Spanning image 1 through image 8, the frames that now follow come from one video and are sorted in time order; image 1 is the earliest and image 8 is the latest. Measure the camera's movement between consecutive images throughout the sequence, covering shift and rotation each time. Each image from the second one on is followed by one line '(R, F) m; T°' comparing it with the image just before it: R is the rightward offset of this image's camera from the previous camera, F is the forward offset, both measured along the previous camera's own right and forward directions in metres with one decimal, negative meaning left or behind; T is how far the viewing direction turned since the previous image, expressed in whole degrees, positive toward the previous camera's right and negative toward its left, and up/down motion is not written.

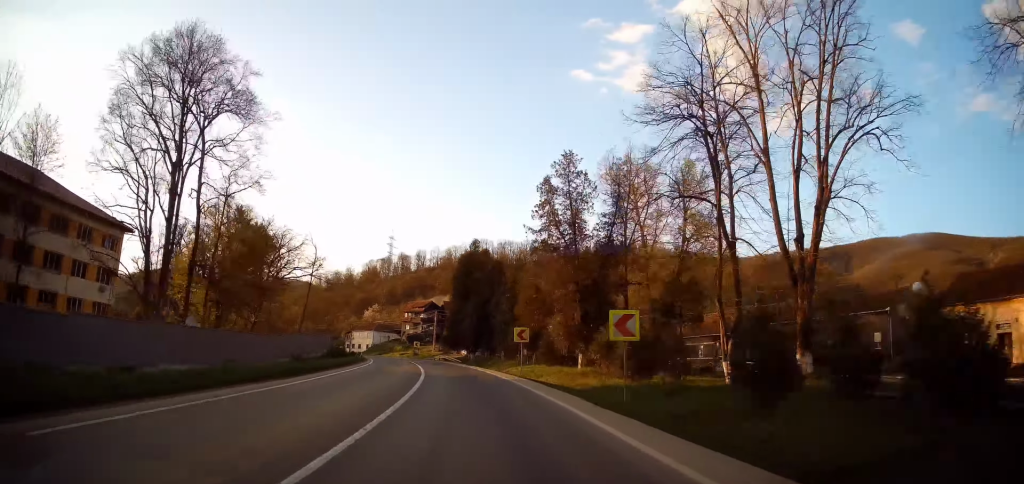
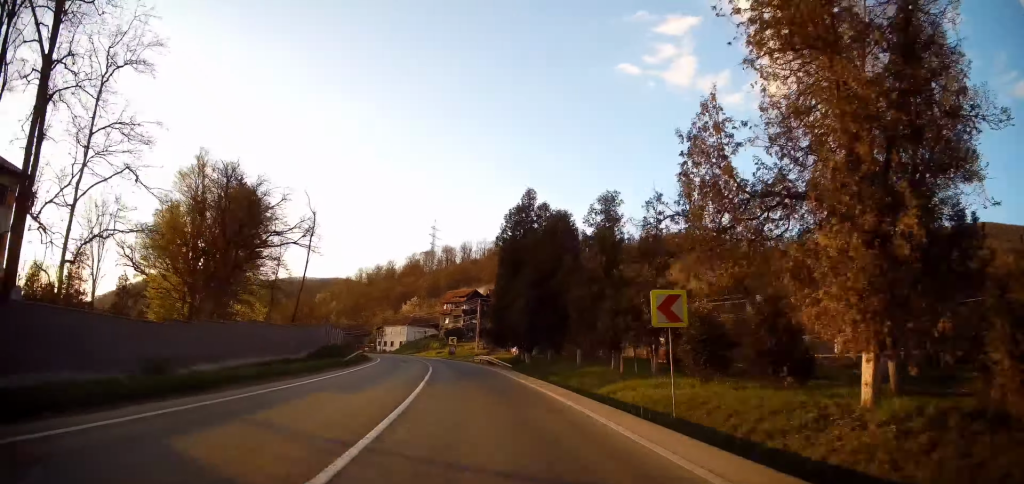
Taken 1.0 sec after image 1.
(-1.0, +19.6) m; -5°
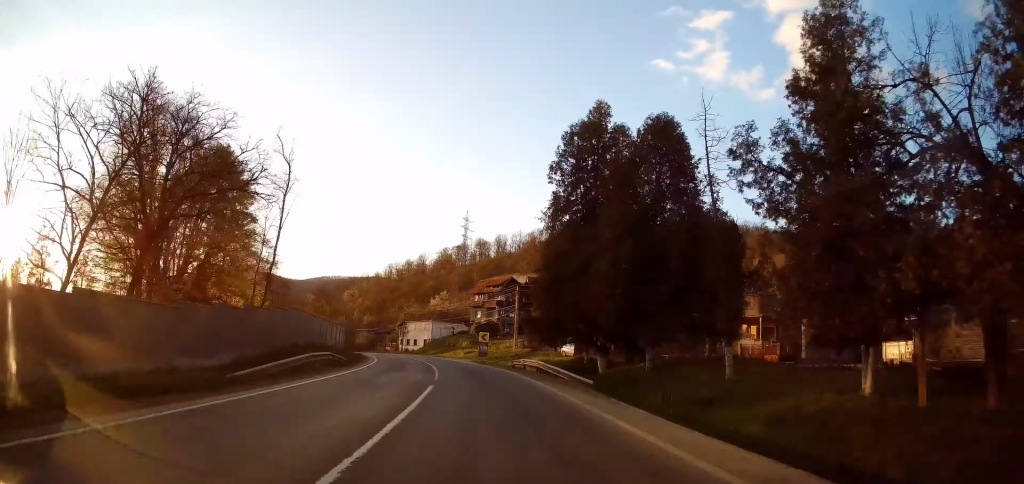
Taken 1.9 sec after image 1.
(-0.5, +16.5) m; -4°
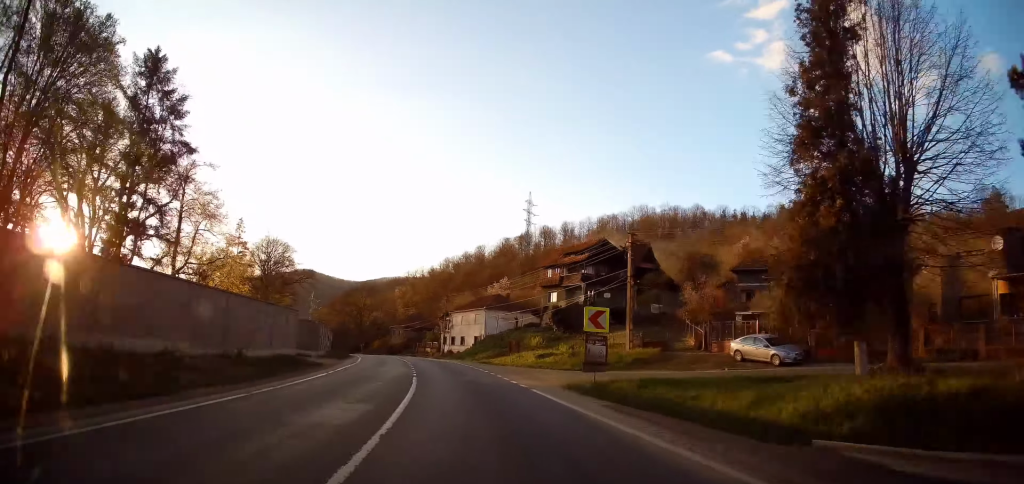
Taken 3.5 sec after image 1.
(-2.1, +30.5) m; -7°
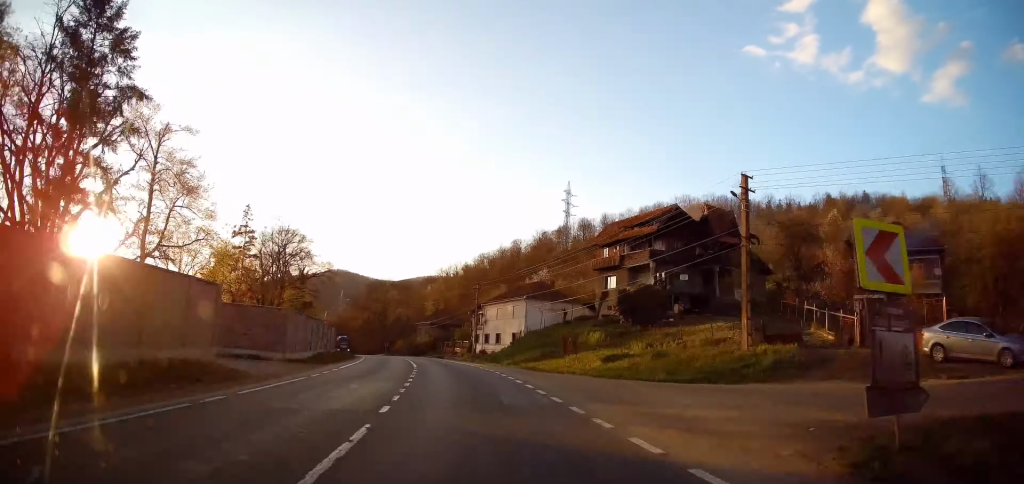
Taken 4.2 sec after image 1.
(-0.4, +12.9) m; -3°
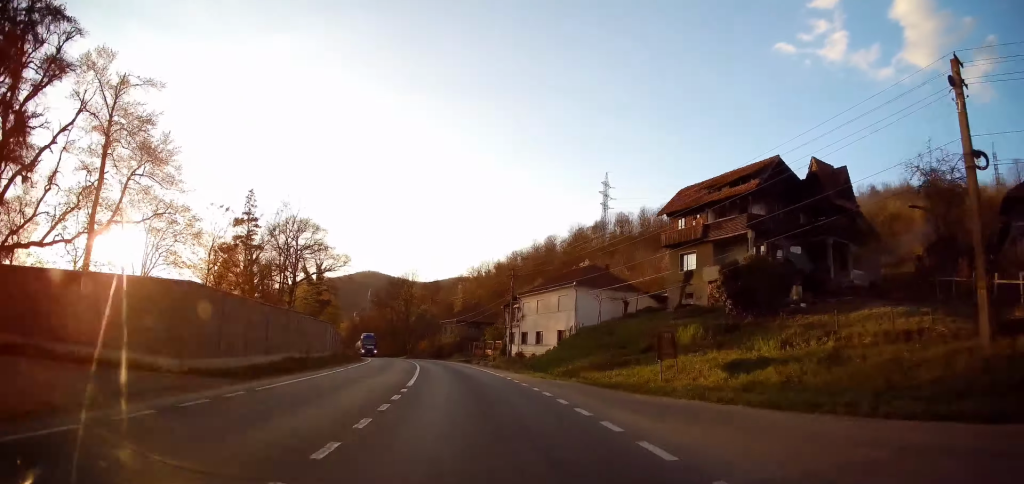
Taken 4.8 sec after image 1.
(-0.2, +12.4) m; -3°
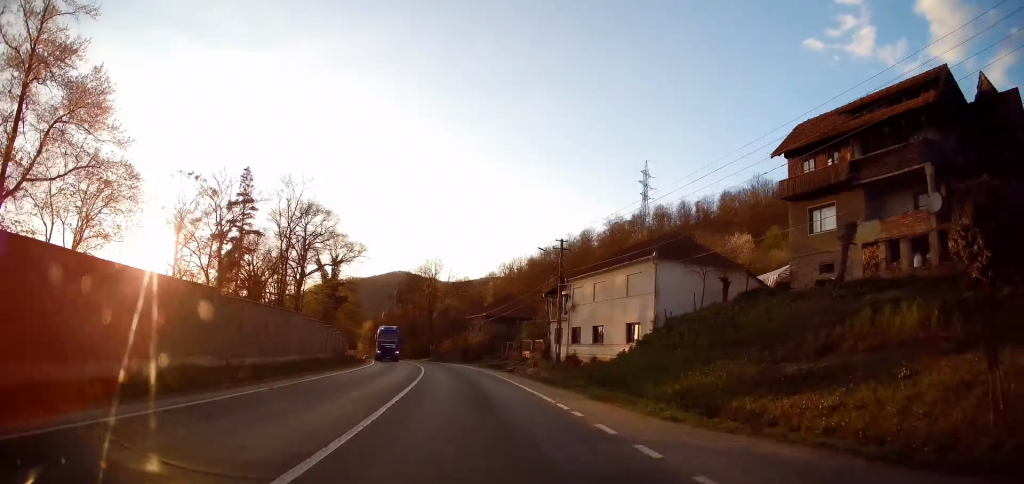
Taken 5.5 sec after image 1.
(-0.2, +13.2) m; -4°
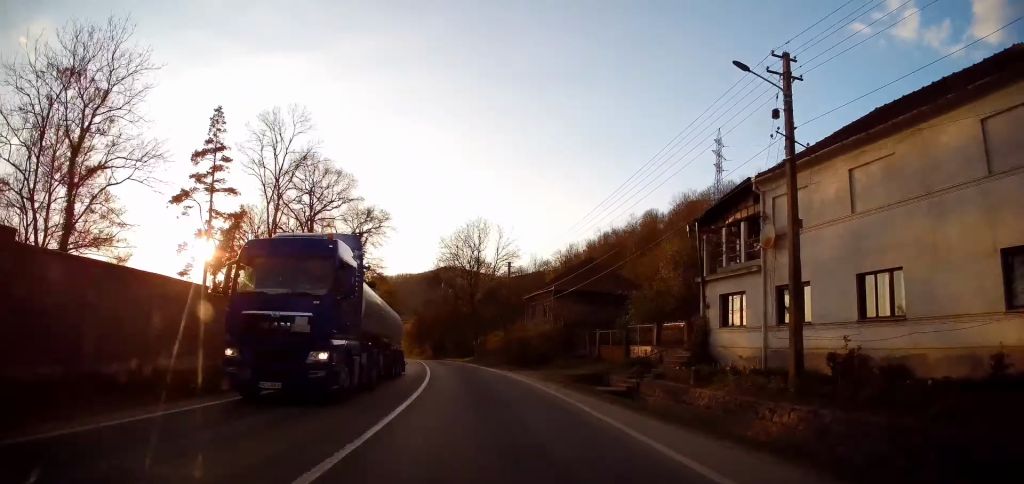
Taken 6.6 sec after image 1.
(-1.4, +22.6) m; -6°
